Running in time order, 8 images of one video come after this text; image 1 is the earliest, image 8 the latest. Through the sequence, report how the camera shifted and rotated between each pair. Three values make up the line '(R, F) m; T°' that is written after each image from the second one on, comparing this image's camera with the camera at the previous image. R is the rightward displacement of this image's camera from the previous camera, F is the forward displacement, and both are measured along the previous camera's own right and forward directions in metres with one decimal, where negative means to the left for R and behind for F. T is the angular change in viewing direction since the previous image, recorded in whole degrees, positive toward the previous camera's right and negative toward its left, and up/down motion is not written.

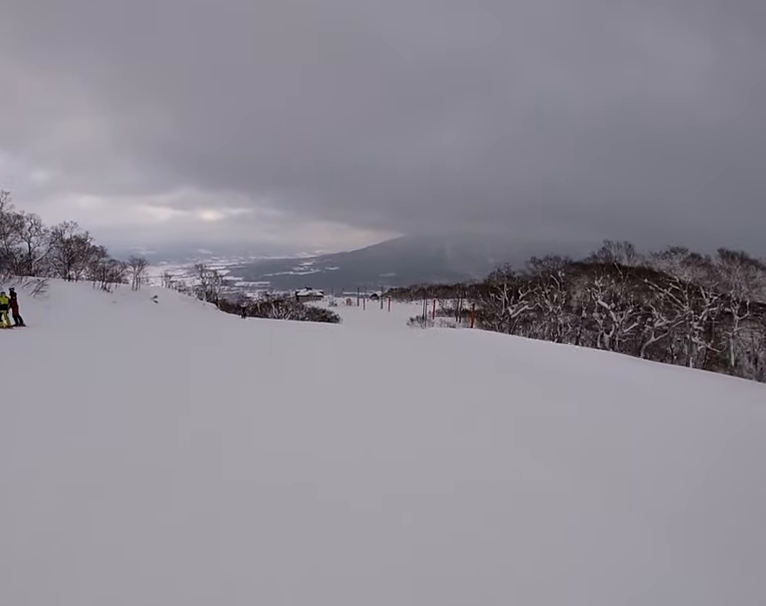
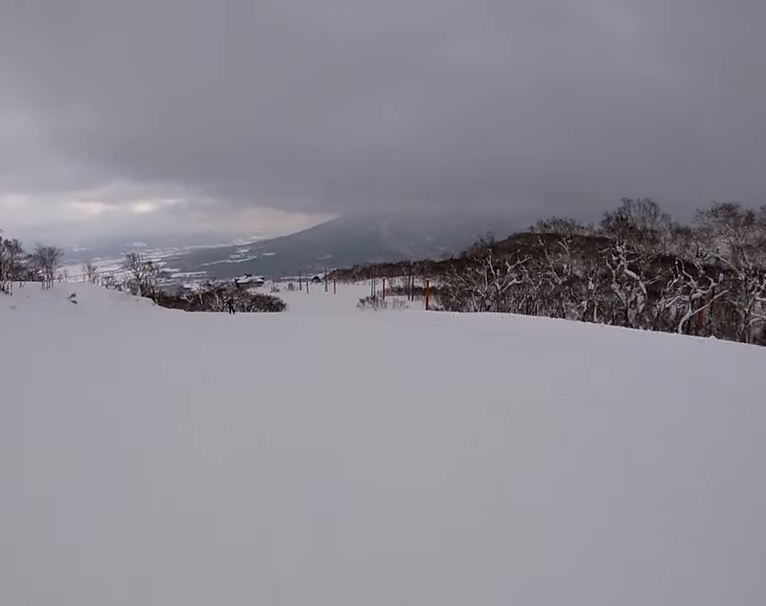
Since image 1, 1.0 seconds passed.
(0.0, +11.3) m; +4°
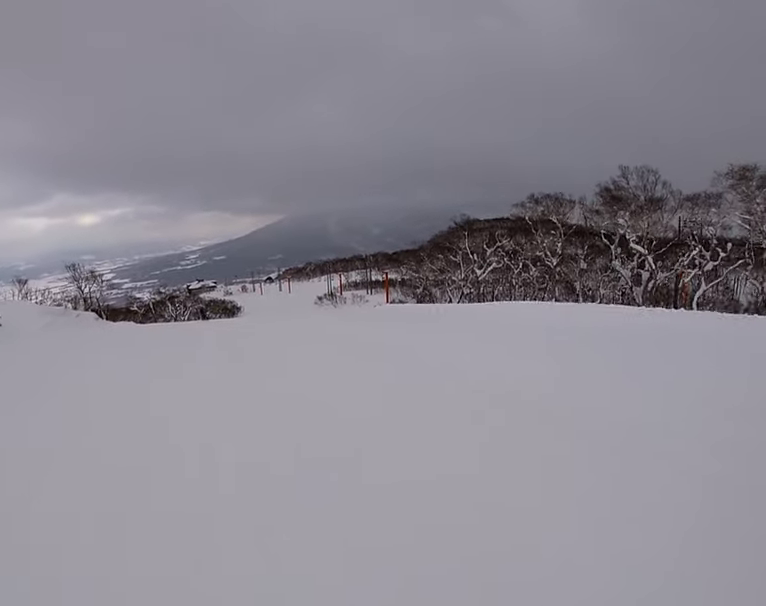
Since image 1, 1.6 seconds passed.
(0.0, +6.5) m; +3°
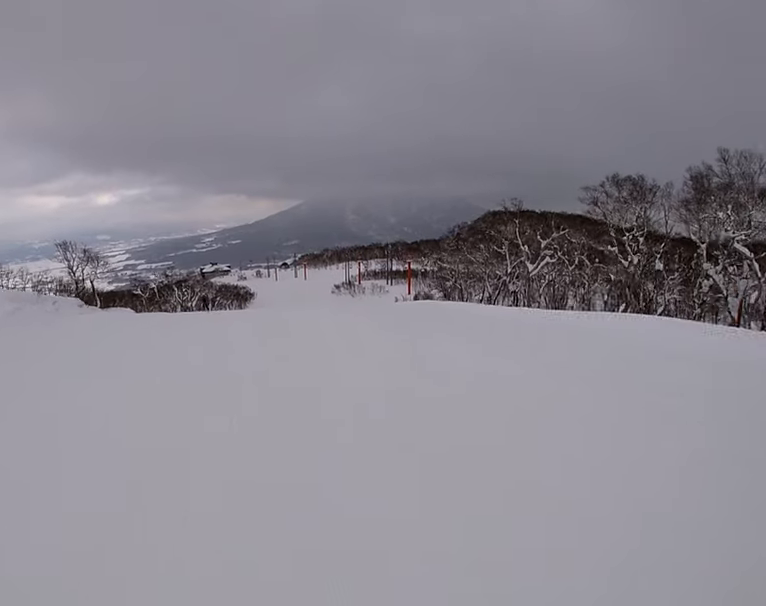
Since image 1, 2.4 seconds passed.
(+1.1, +8.6) m; +1°
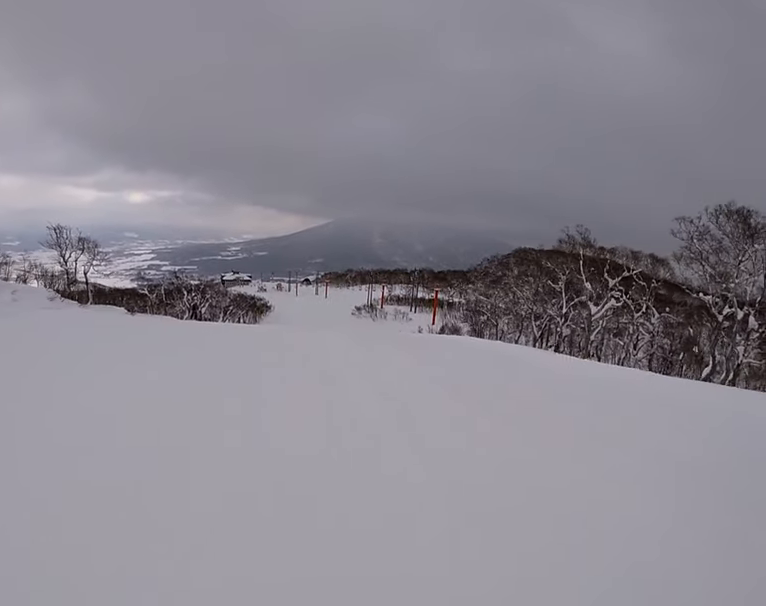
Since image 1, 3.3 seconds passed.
(-0.9, +8.0) m; -6°
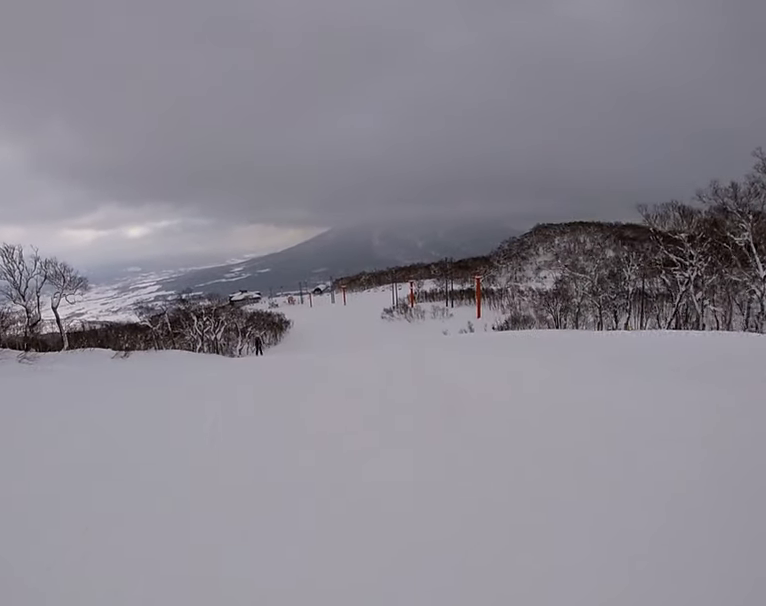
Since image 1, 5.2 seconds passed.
(-0.7, +17.7) m; -2°
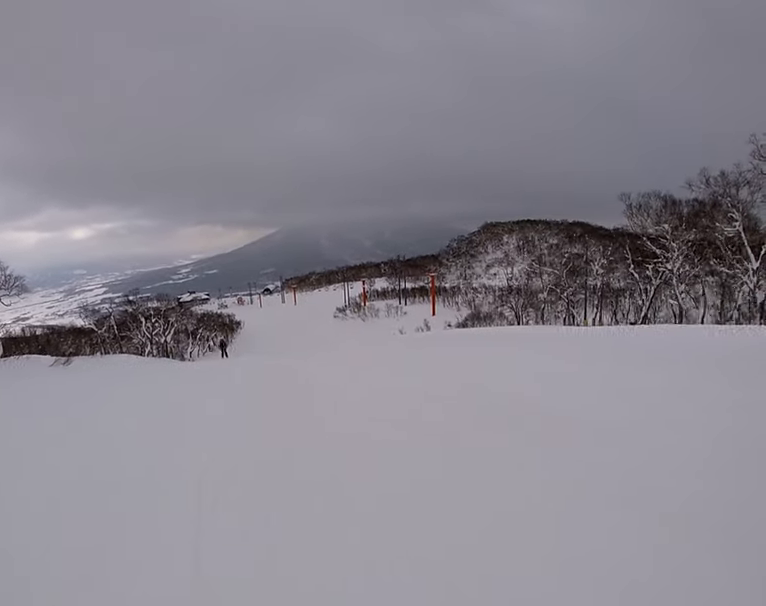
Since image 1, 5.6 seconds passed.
(0.0, +3.7) m; +1°
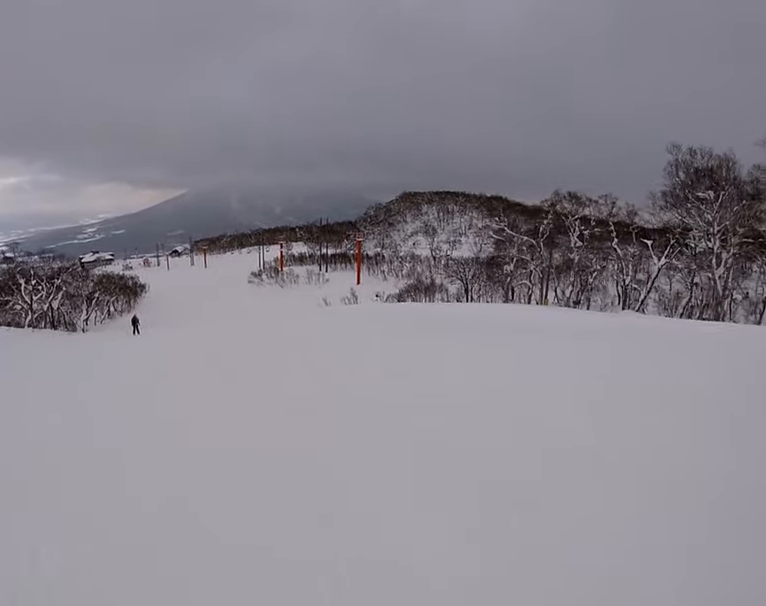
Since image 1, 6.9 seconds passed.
(+1.2, +12.6) m; +13°
